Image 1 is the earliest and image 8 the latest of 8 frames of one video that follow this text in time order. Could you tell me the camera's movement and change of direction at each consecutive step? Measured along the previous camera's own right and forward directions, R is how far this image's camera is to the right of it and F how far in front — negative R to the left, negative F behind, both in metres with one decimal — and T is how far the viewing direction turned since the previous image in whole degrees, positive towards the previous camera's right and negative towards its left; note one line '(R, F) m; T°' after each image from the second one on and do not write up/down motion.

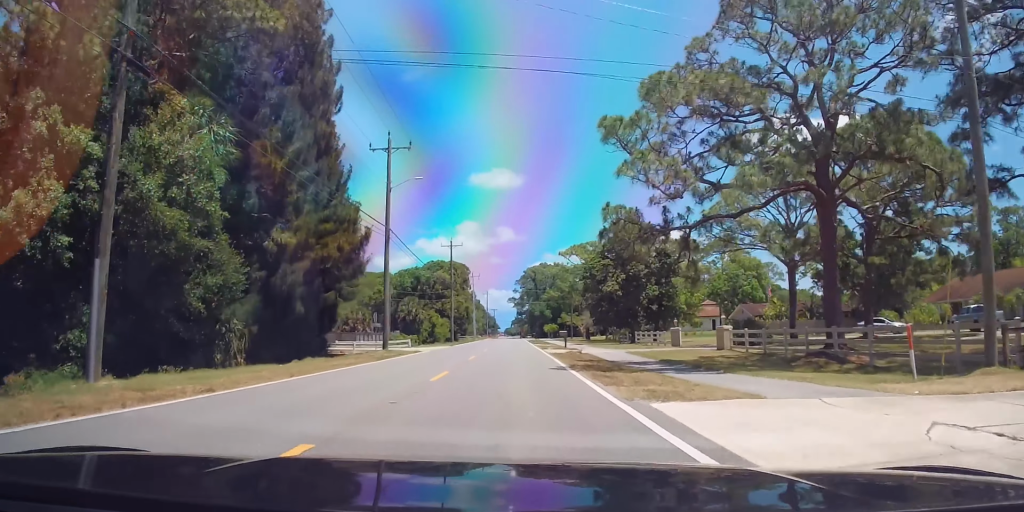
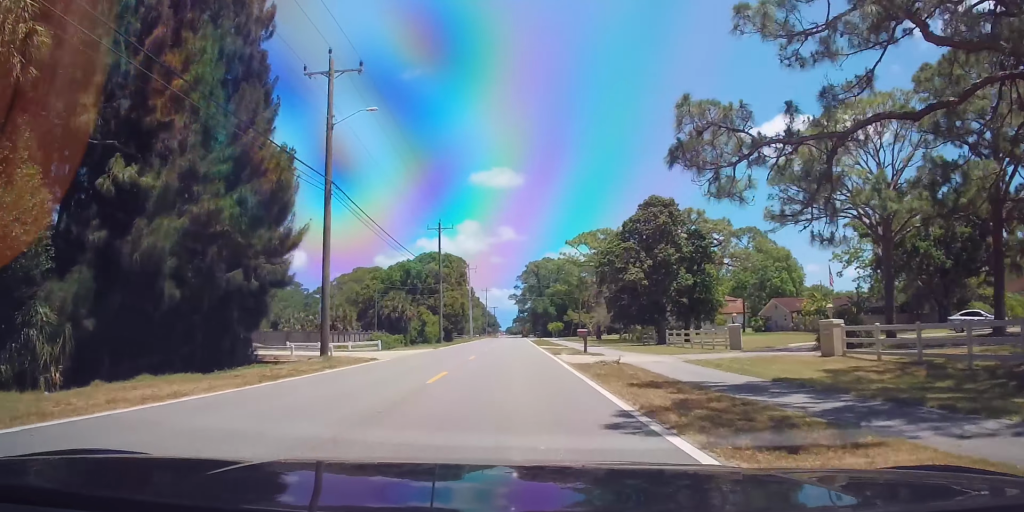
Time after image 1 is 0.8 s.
(+0.4, +12.7) m; +1°
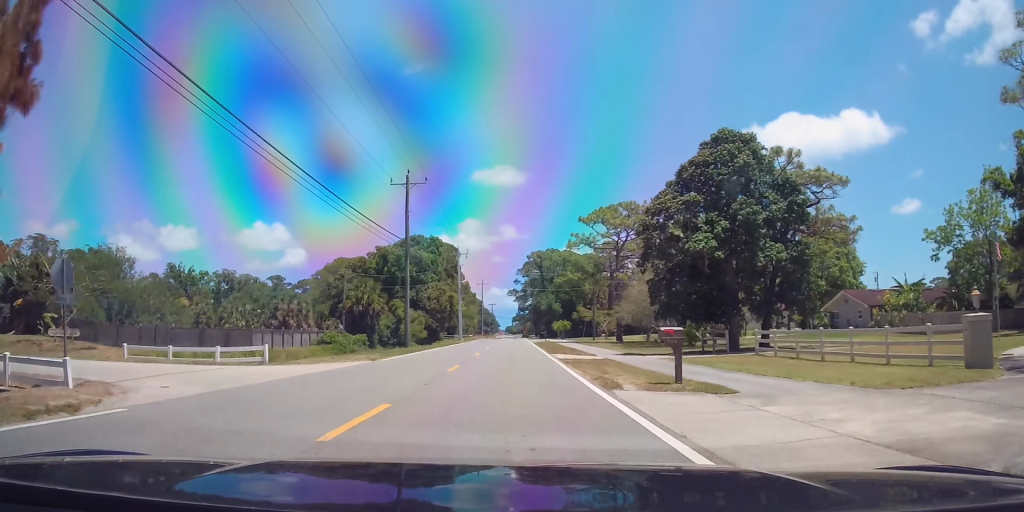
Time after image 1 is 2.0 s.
(+0.1, +19.7) m; 0°
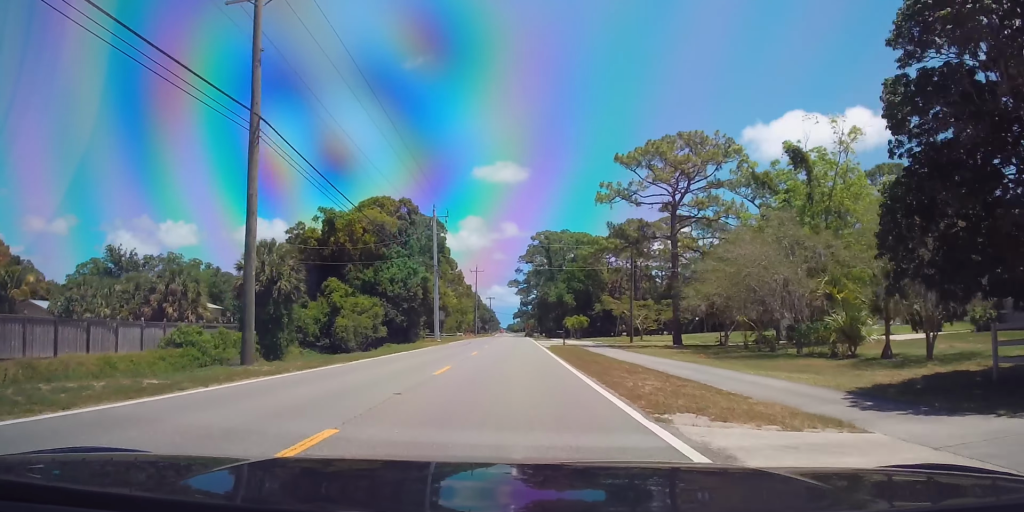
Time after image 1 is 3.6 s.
(0.0, +27.4) m; 0°
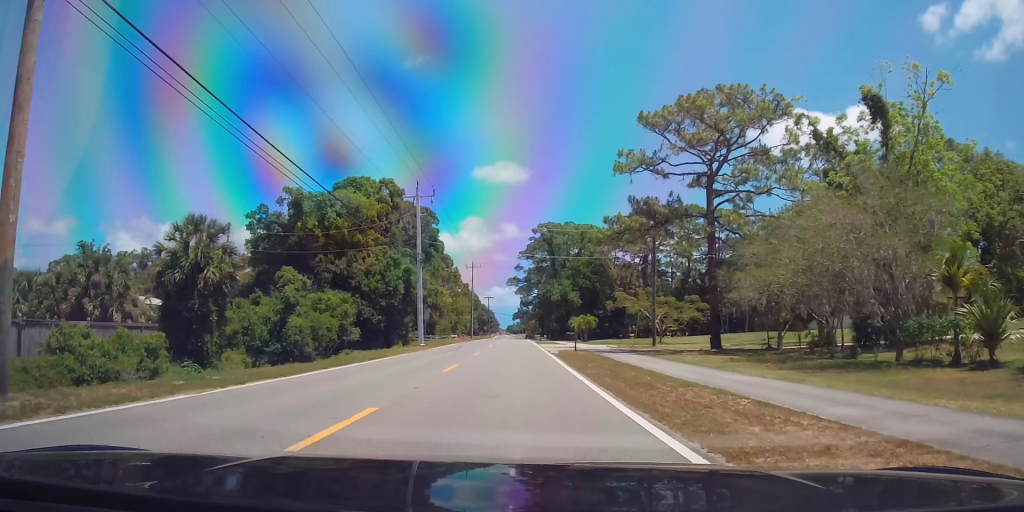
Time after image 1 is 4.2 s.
(0.0, +9.9) m; 0°
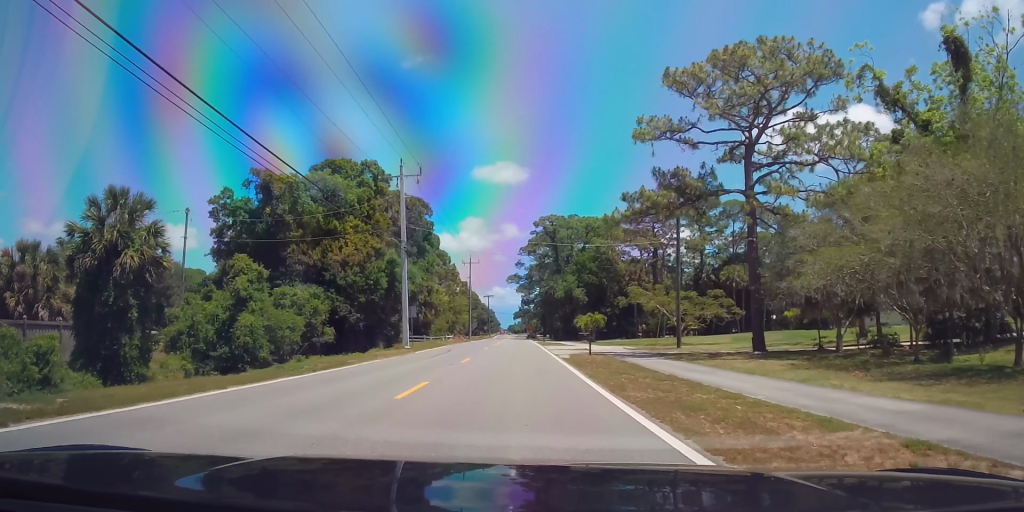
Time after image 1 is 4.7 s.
(0.0, +7.1) m; 0°
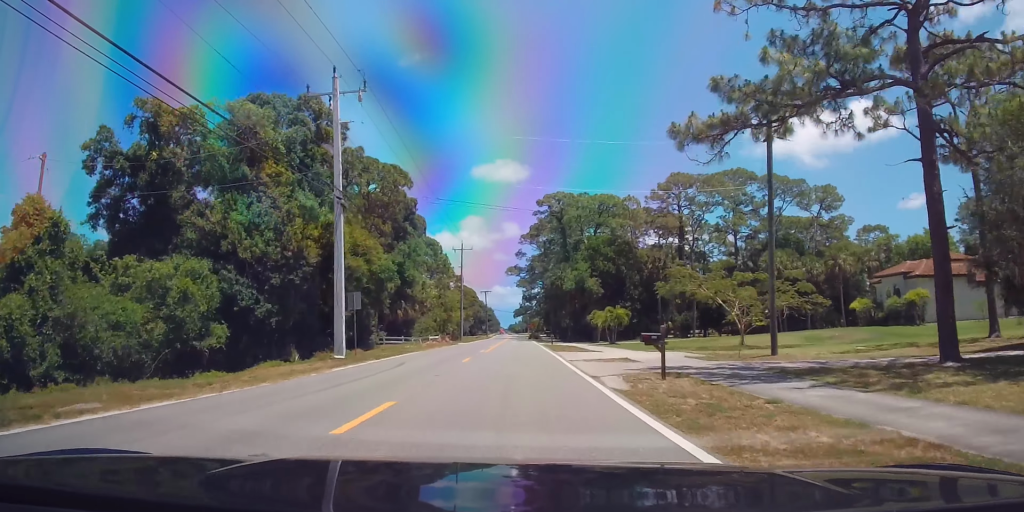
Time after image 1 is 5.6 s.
(0.0, +15.8) m; -1°
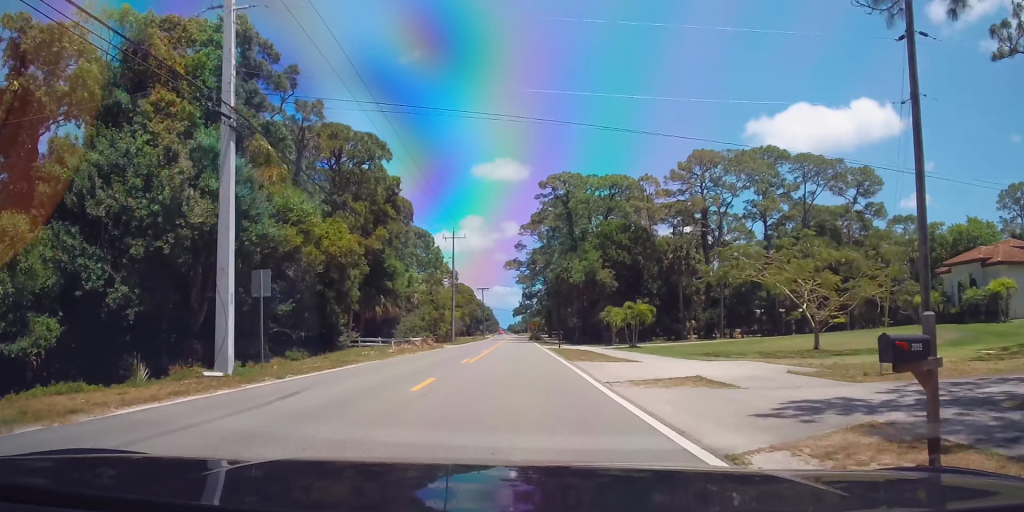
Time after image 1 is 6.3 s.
(-0.1, +10.8) m; -1°
